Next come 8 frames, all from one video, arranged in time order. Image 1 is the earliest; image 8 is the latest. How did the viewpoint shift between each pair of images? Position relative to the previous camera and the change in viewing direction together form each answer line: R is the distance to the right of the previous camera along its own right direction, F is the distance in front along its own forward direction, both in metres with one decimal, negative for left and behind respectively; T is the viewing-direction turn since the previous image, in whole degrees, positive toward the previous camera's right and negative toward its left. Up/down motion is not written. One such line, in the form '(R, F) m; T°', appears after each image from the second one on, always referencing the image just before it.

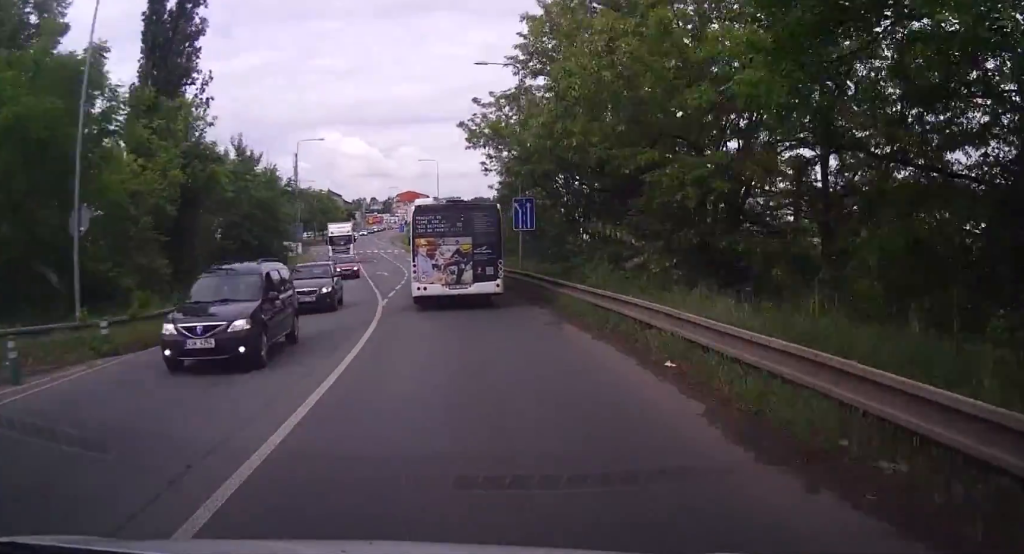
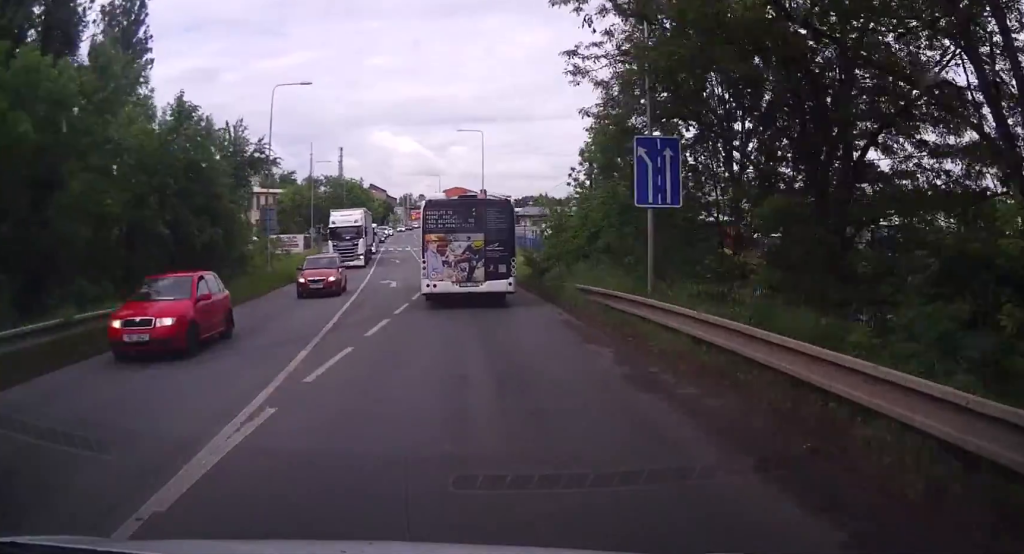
(0.0, +17.7) m; 0°
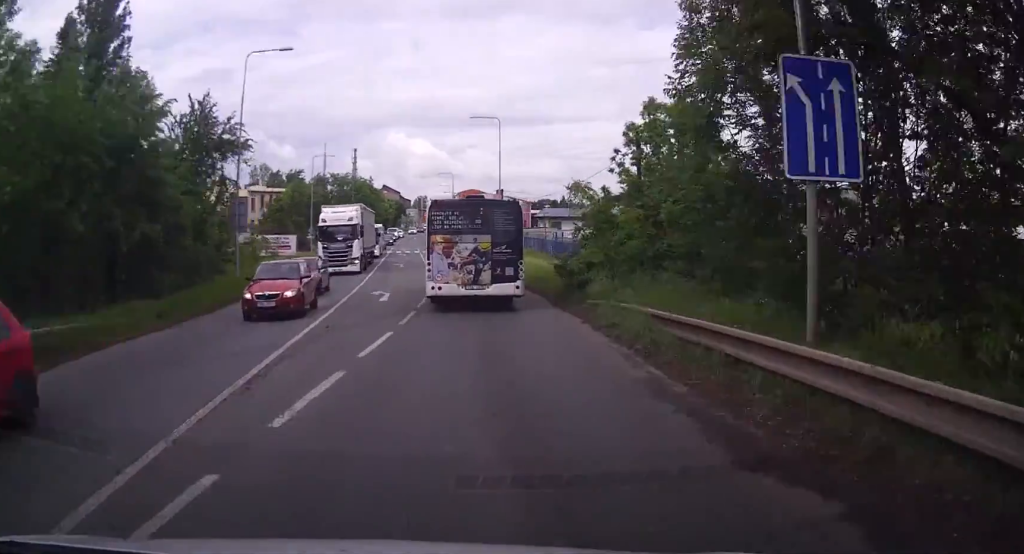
(0.0, +6.1) m; -2°
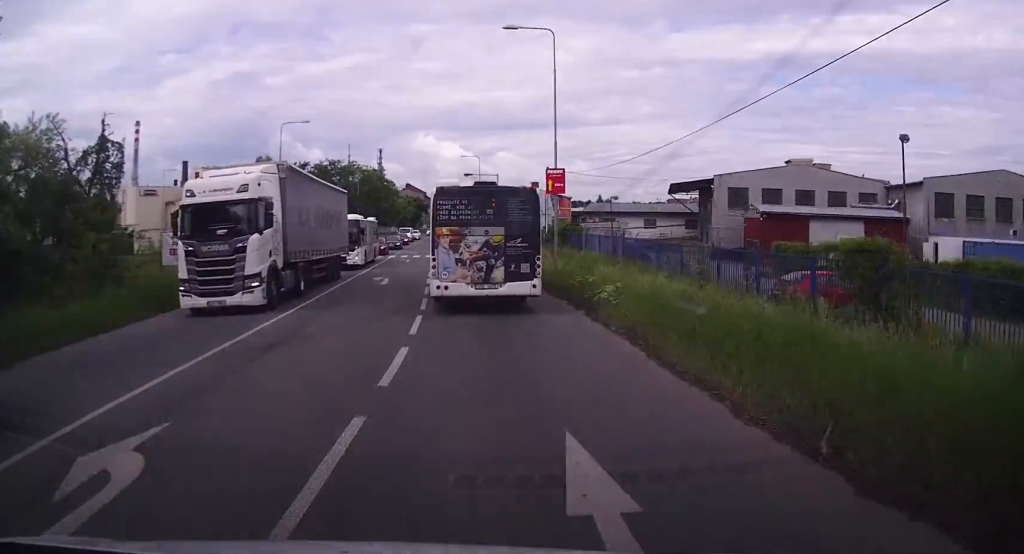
(-1.2, +20.5) m; -9°
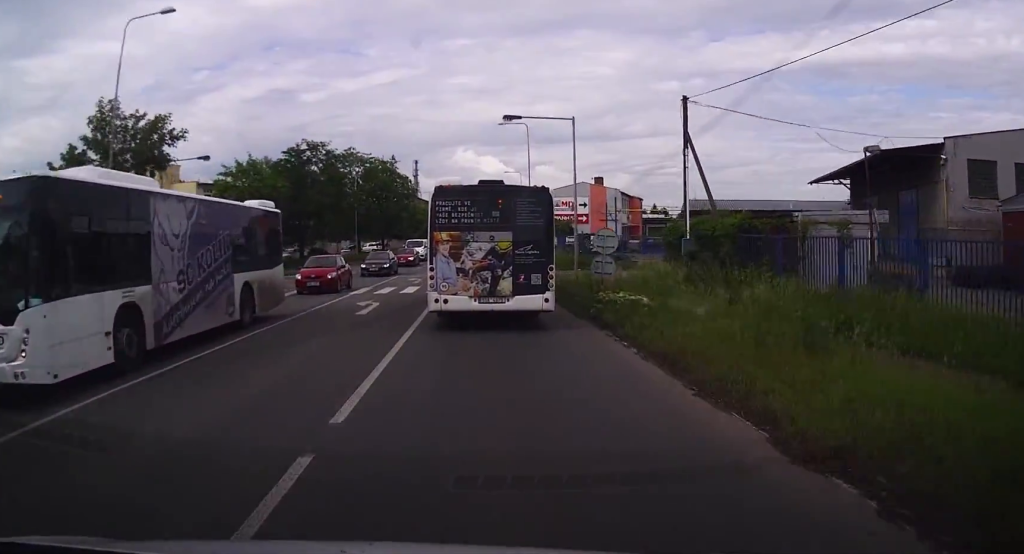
(-1.8, +30.1) m; -4°
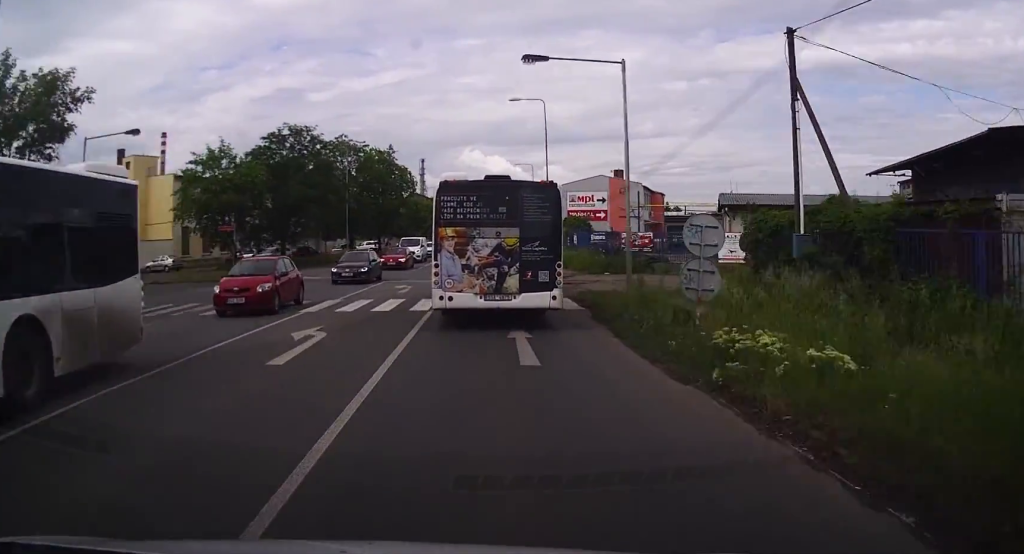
(-0.2, +8.7) m; -1°
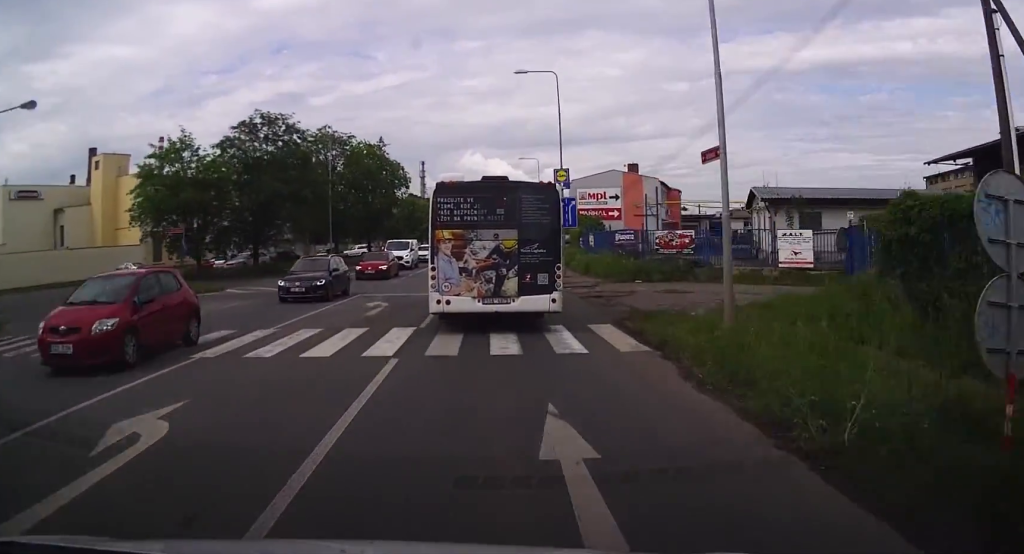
(-0.1, +7.7) m; 0°
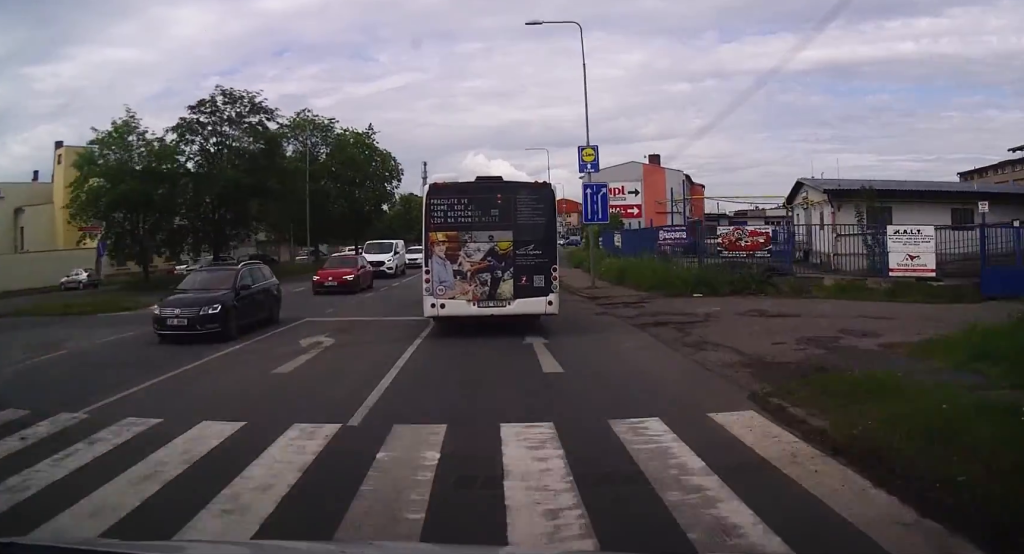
(+0.1, +8.3) m; -1°
